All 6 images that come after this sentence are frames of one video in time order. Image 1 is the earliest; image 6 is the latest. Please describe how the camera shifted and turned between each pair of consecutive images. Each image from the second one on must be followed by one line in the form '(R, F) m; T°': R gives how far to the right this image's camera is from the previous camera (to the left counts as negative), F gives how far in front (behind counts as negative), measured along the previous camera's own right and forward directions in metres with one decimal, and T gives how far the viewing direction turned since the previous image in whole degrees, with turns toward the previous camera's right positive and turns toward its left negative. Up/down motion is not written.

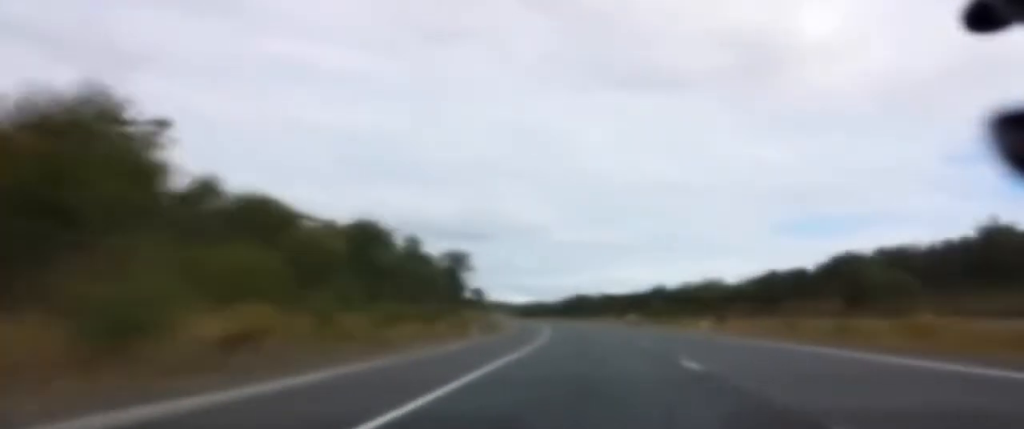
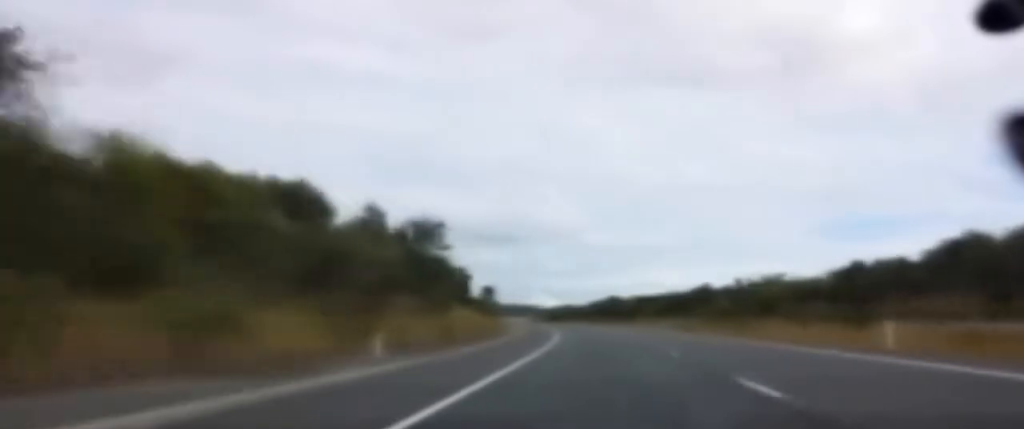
(-0.3, +29.5) m; -1°
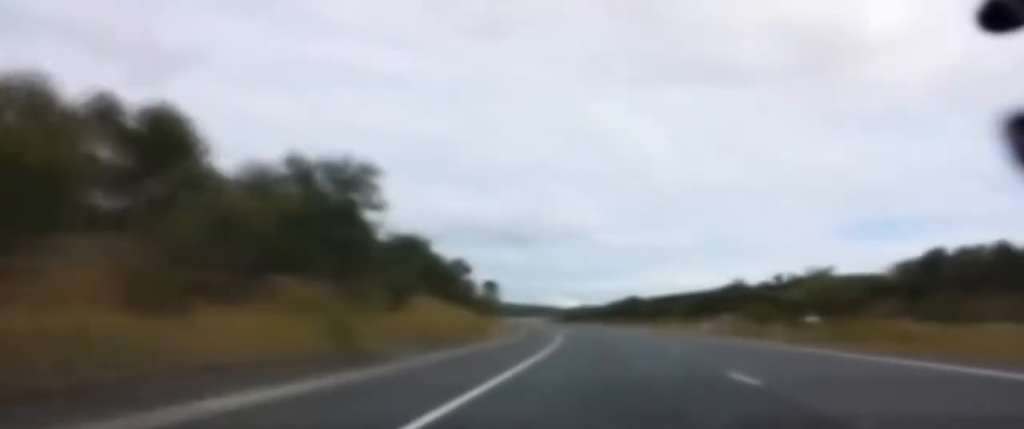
(-0.2, +22.3) m; -1°
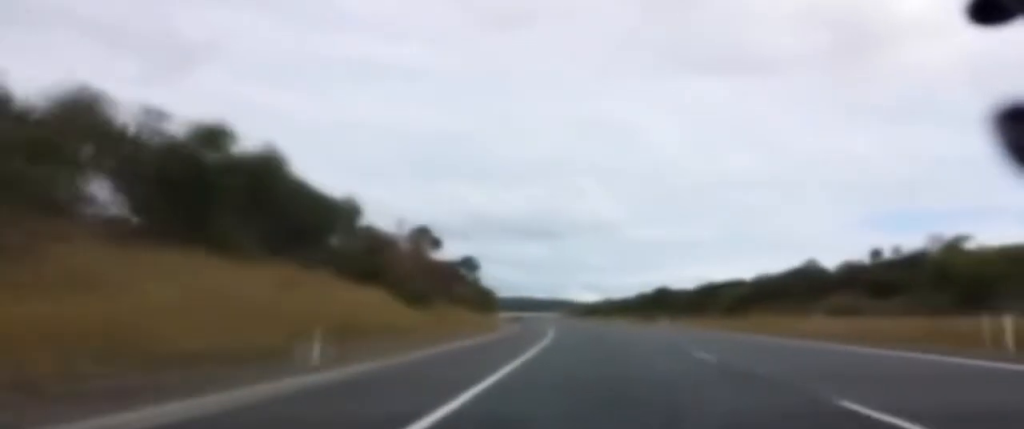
(-0.7, +43.4) m; -2°
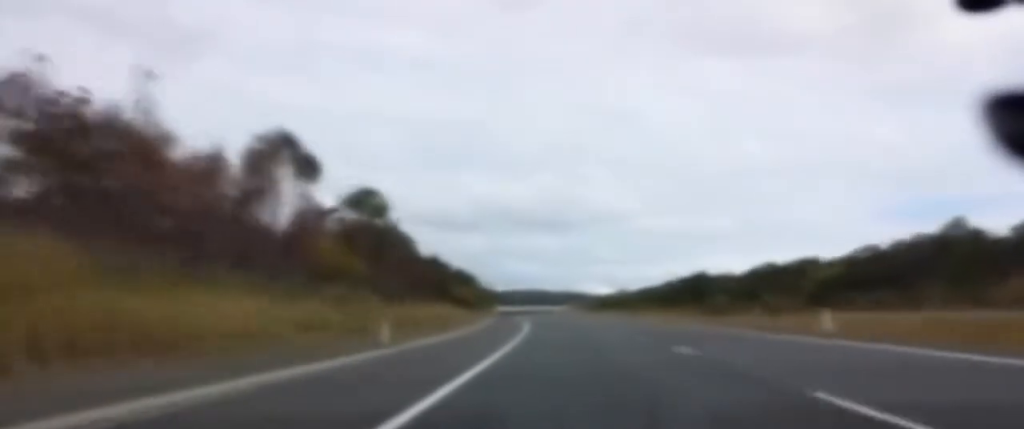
(-0.8, +48.2) m; -2°
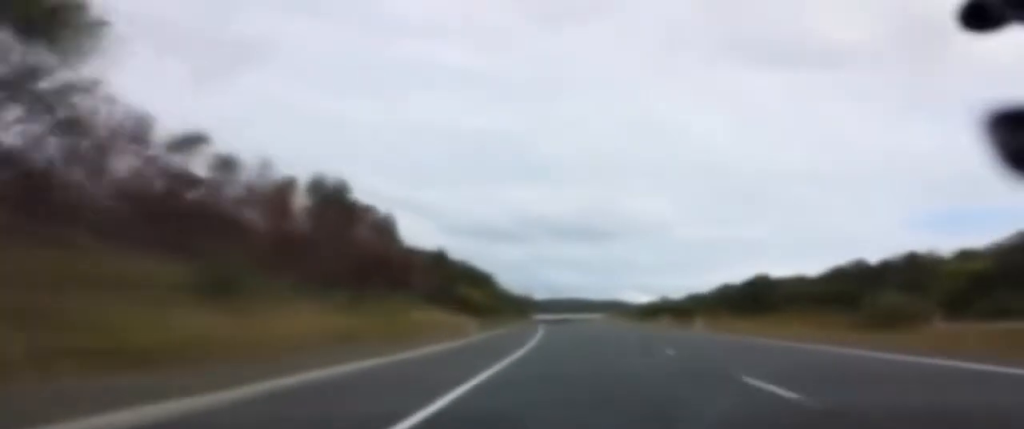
(-0.7, +33.2) m; -2°
